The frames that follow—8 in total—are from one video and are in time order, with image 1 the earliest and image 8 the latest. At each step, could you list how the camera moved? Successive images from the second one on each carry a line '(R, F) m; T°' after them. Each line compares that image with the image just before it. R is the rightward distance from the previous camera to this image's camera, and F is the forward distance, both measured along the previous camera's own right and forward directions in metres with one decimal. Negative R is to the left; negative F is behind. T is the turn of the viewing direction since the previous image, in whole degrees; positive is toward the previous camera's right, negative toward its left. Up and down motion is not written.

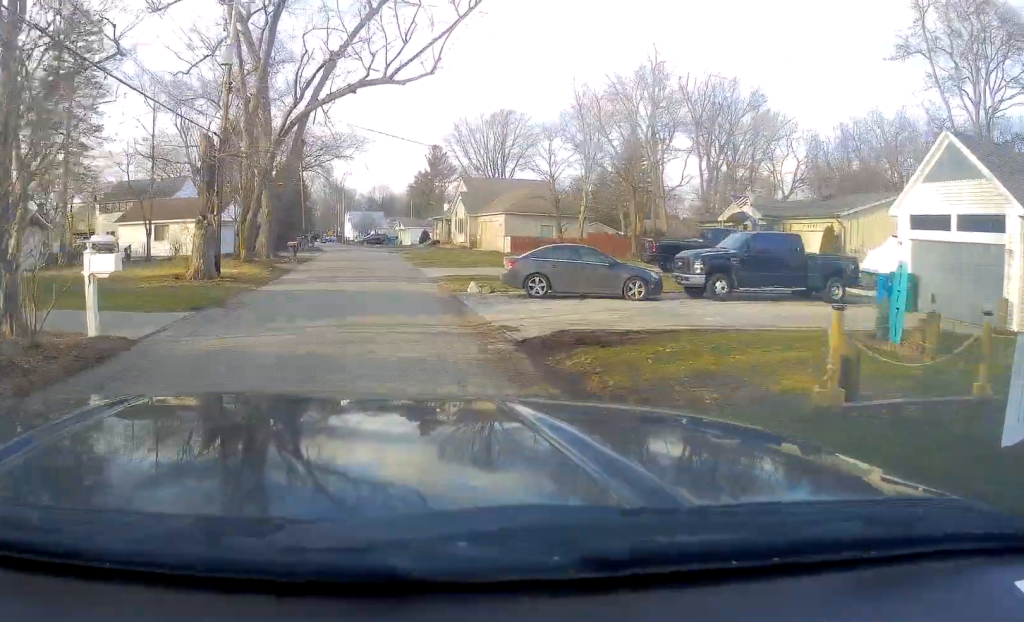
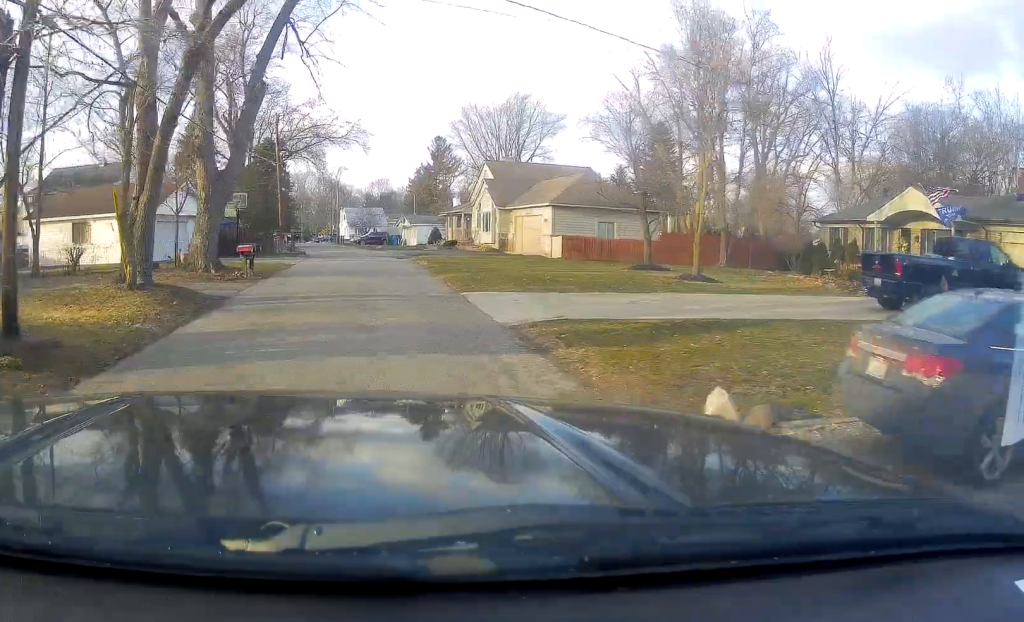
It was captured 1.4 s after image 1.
(-0.8, +14.6) m; -4°
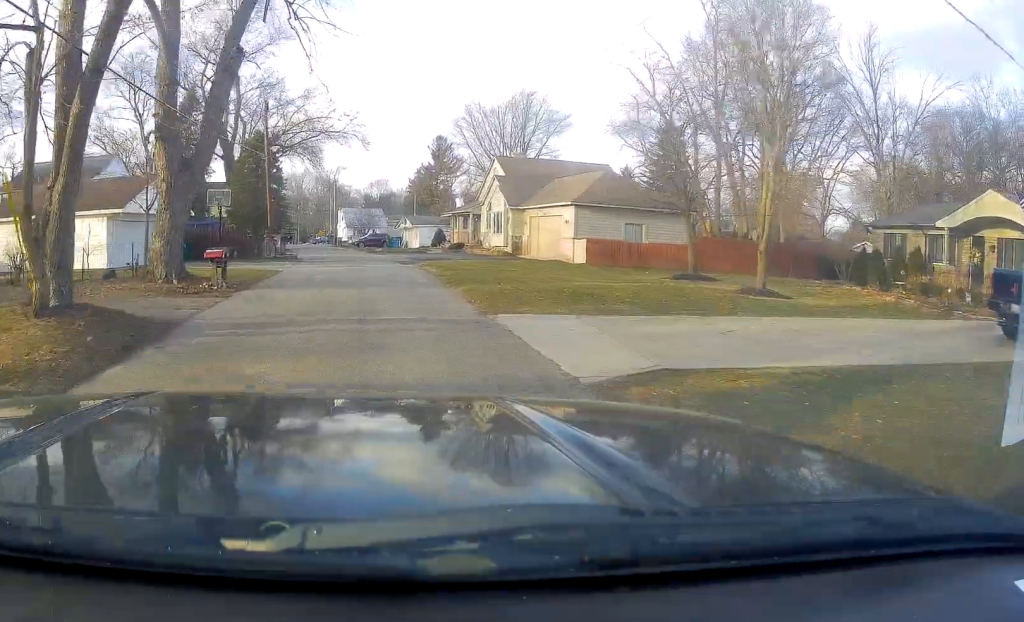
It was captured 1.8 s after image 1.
(-0.1, +4.7) m; 0°
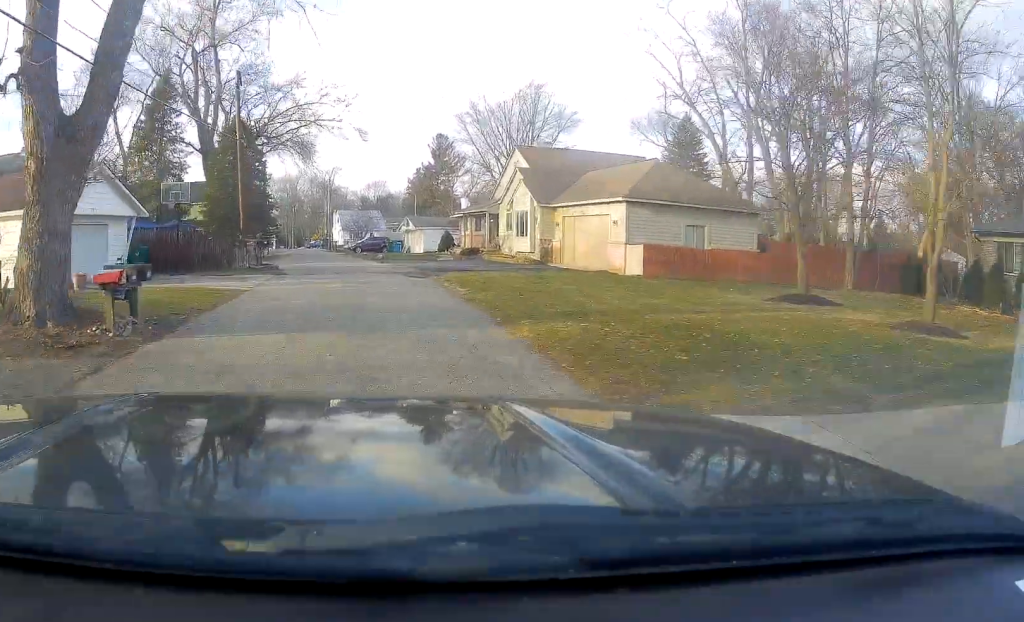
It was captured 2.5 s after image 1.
(+0.1, +7.9) m; +1°
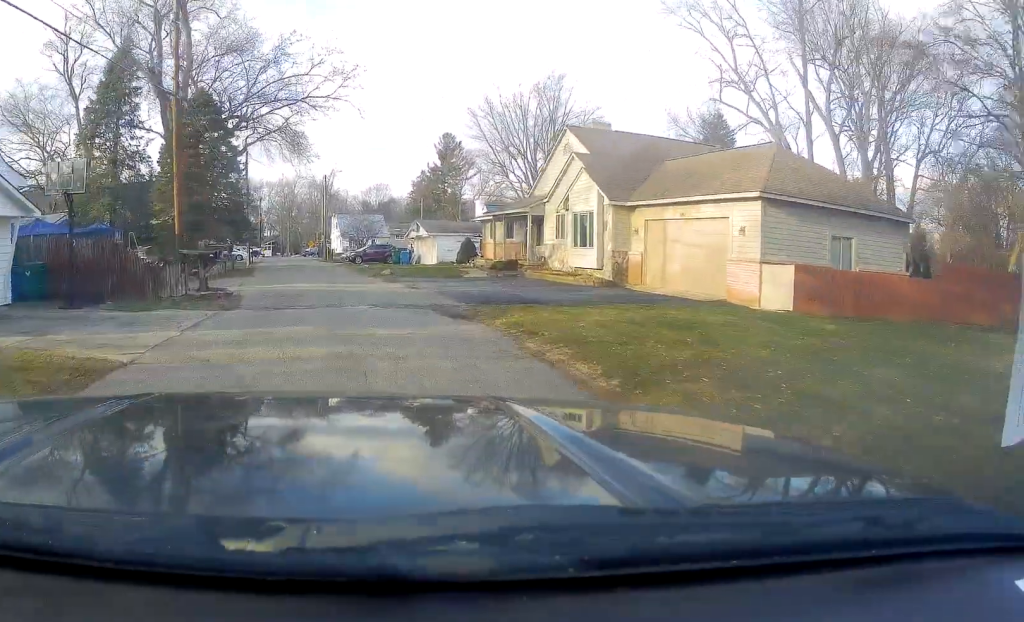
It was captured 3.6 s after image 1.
(+0.1, +10.8) m; +2°
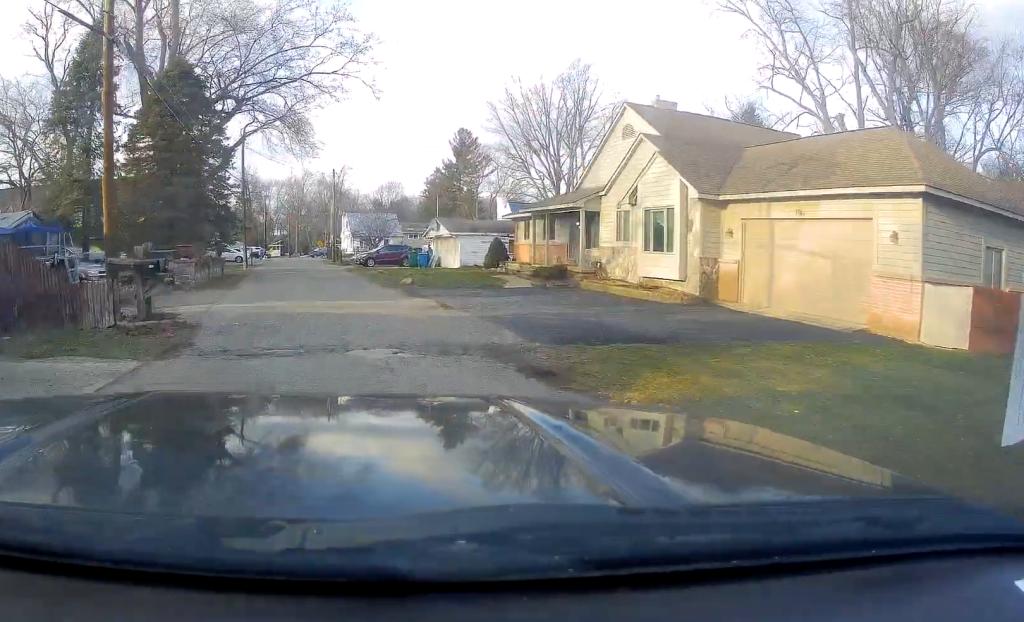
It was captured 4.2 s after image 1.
(+0.1, +6.5) m; -1°
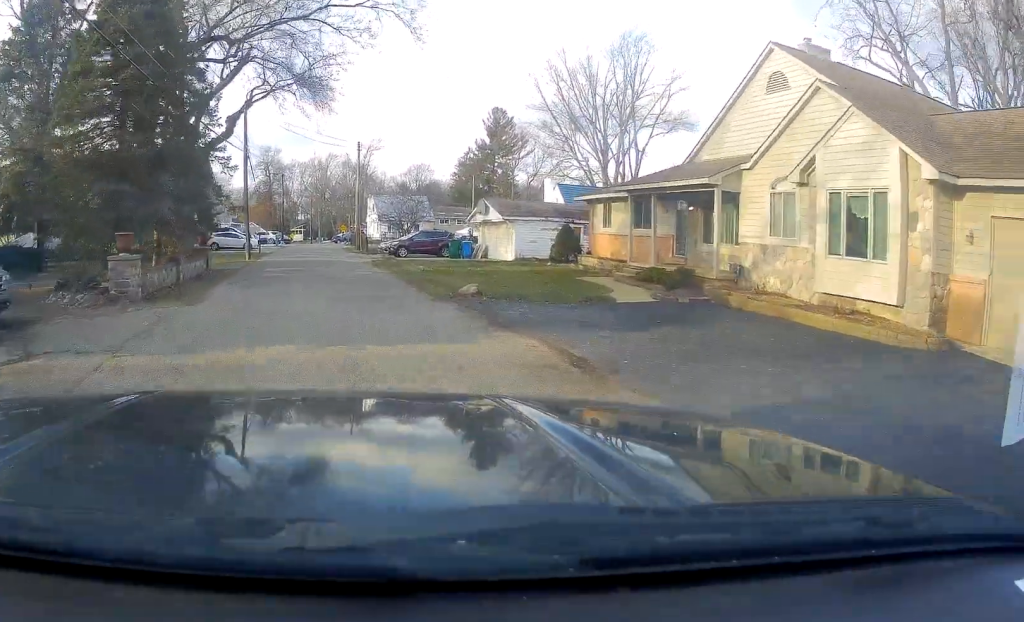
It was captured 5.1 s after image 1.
(+0.1, +9.0) m; -4°
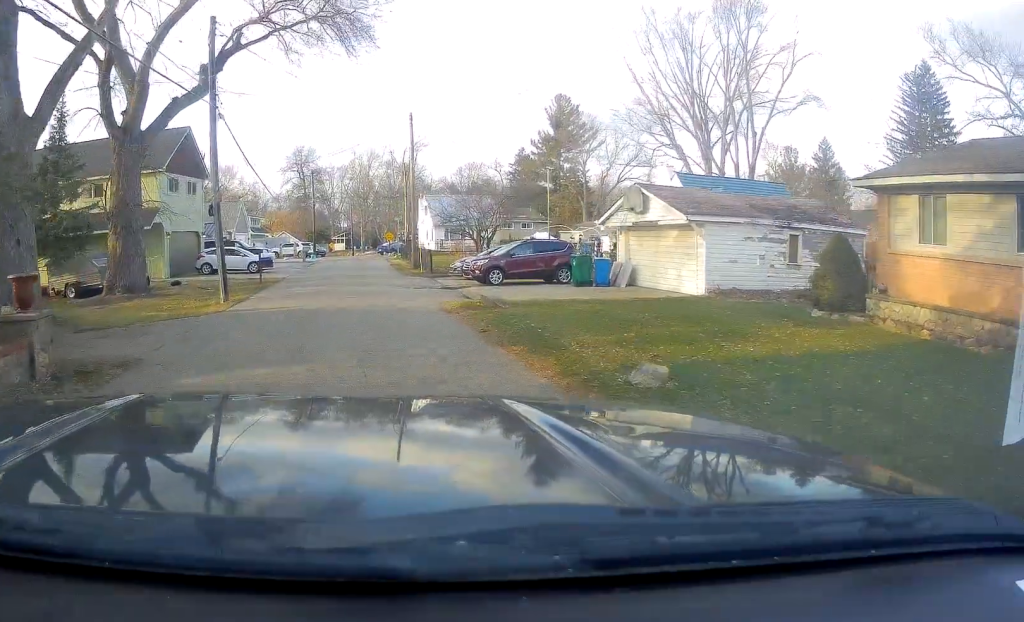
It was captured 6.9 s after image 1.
(-0.7, +17.6) m; +2°
